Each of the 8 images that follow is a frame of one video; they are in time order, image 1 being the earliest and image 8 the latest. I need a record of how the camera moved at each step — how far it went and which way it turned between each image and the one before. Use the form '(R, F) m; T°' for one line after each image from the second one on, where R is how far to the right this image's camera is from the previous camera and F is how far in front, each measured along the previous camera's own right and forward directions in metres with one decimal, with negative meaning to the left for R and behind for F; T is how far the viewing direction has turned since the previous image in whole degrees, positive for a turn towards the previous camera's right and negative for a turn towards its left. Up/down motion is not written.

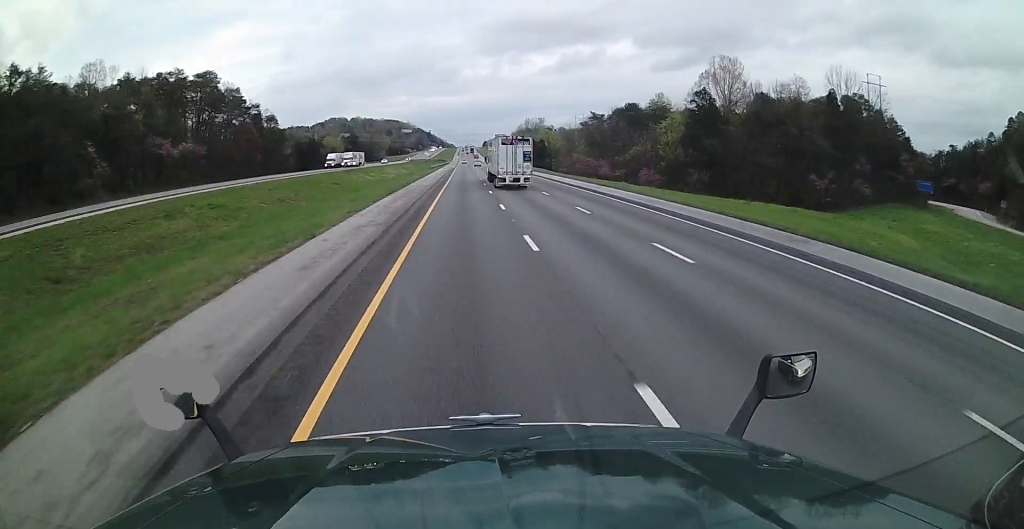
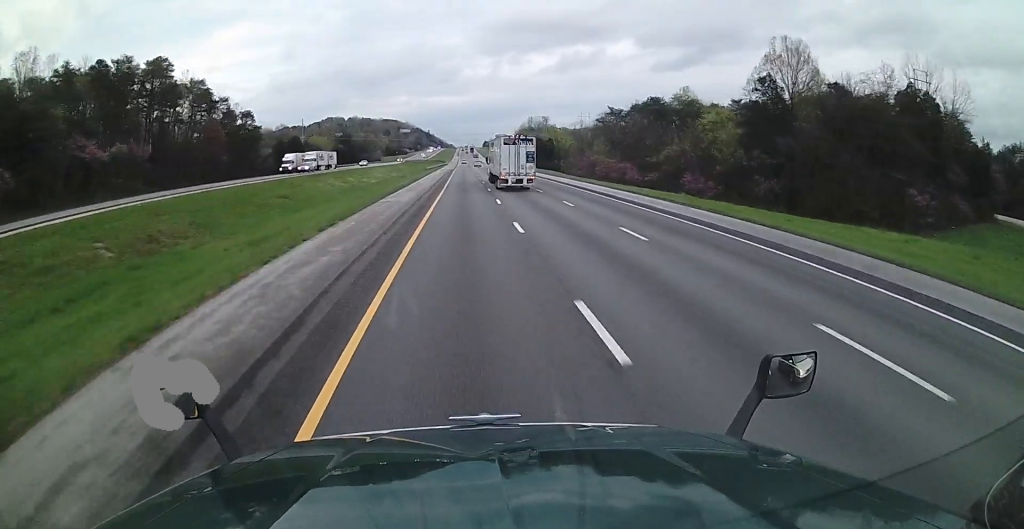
(0.0, +20.6) m; 0°
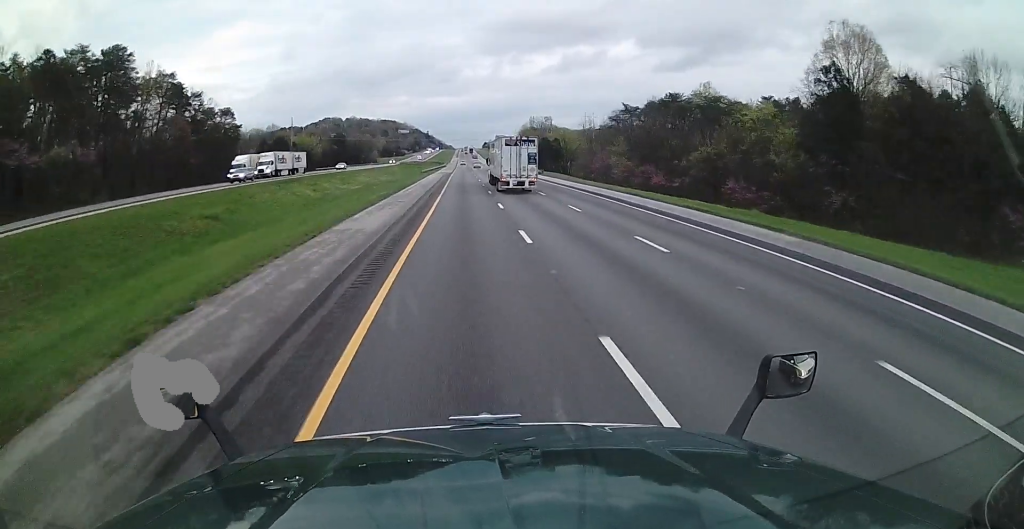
(0.0, +14.1) m; 0°
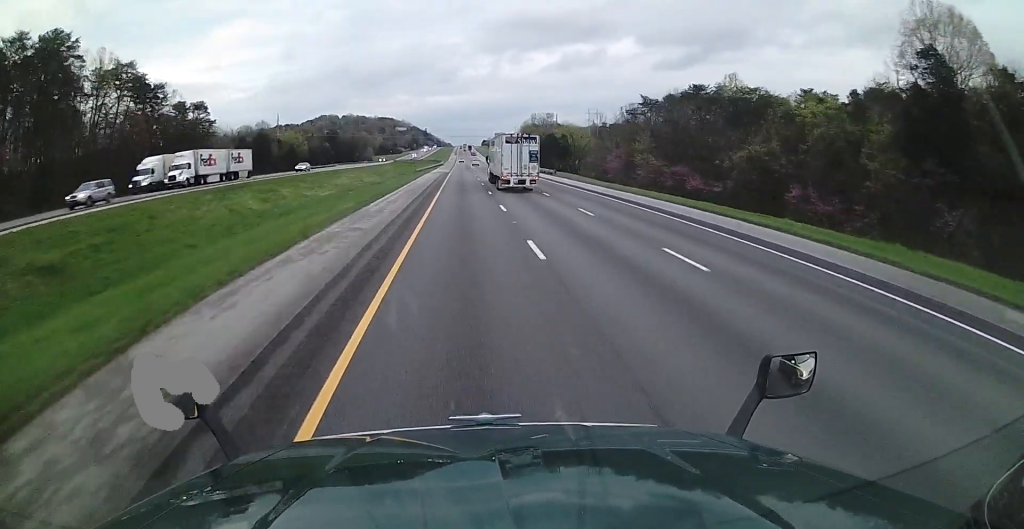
(0.0, +15.2) m; 0°
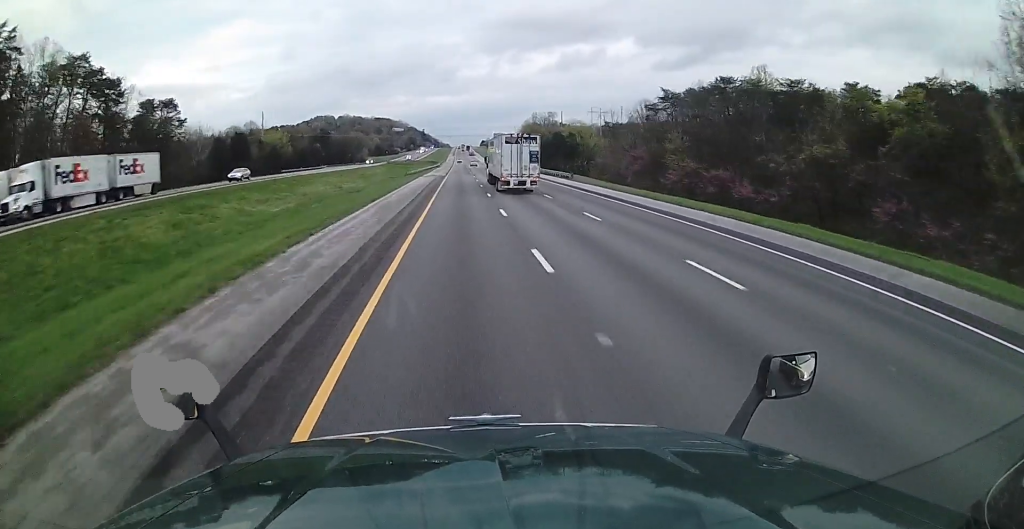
(0.0, +14.1) m; 0°
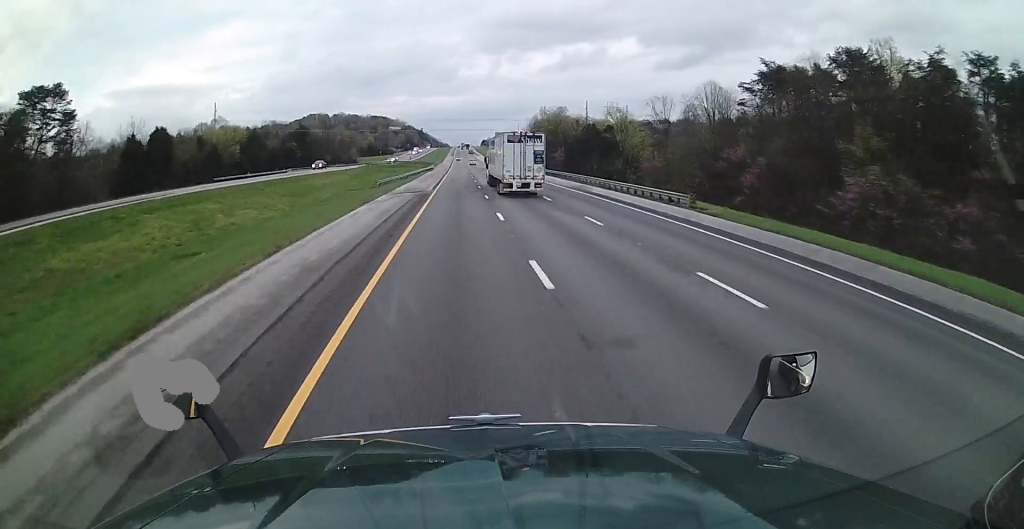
(+0.2, +38.5) m; +1°
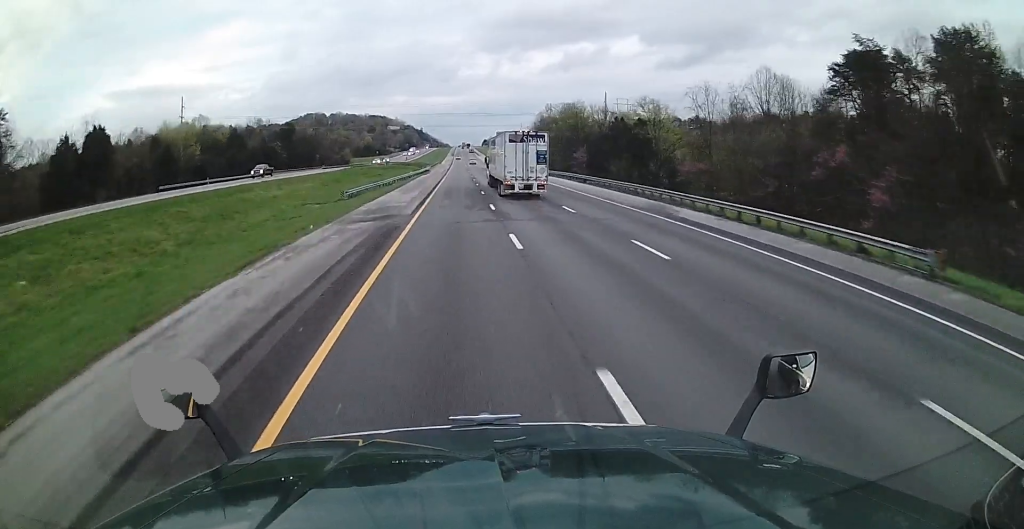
(+0.3, +19.7) m; 0°
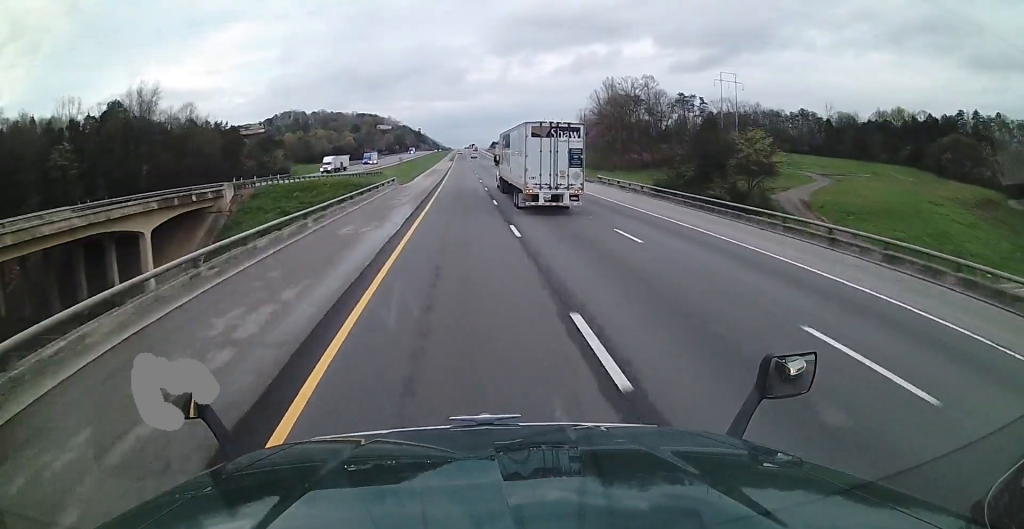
(-2.2, +117.8) m; -2°
